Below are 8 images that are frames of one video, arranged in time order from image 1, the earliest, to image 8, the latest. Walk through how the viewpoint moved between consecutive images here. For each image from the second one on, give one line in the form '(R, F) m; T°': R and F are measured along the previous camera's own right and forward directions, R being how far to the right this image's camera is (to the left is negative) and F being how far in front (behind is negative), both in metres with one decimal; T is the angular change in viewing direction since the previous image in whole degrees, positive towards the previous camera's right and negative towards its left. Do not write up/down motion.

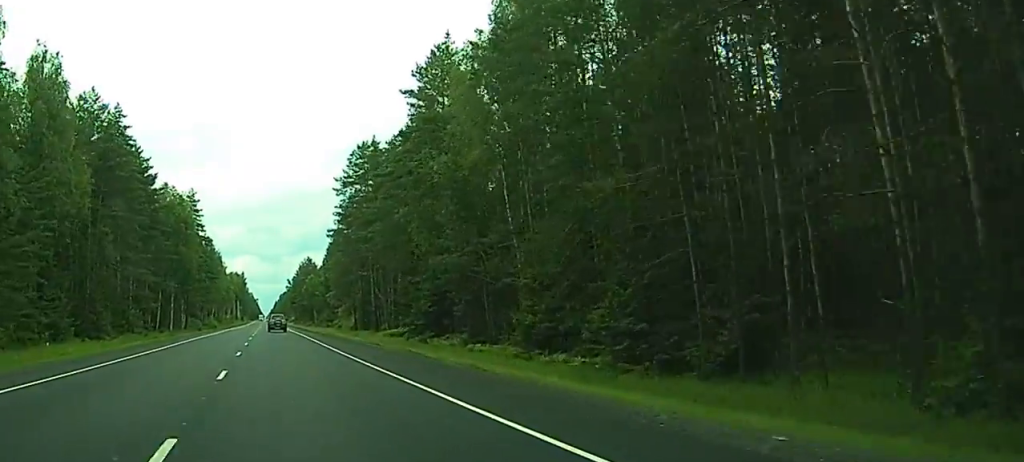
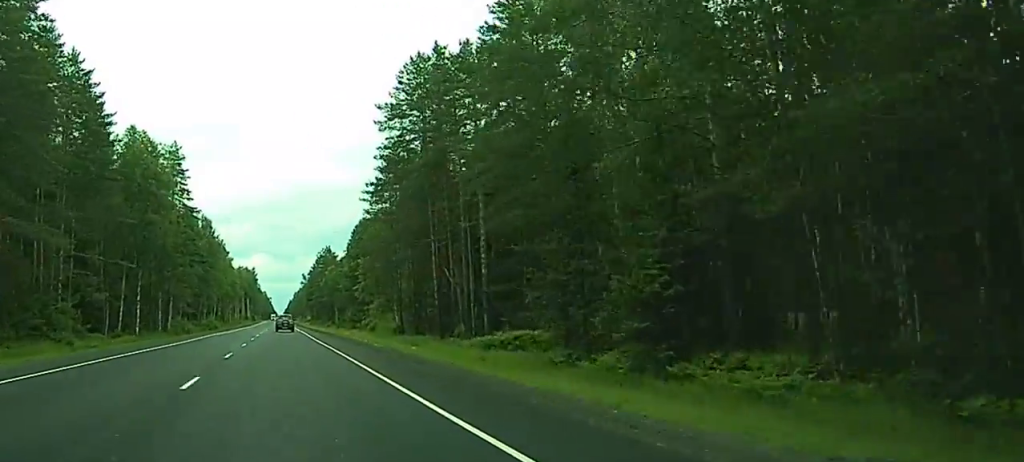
(+0.8, +38.8) m; +1°
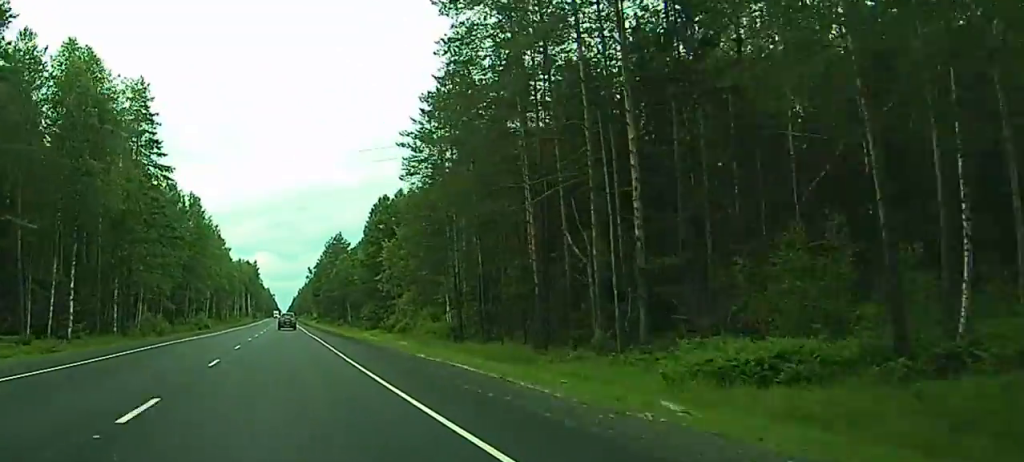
(-0.4, +28.9) m; -1°
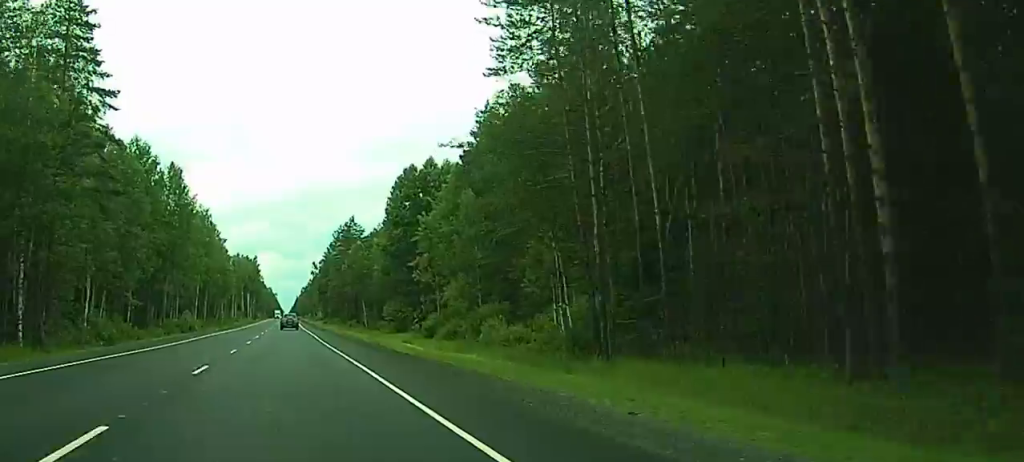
(-0.2, +27.6) m; -1°
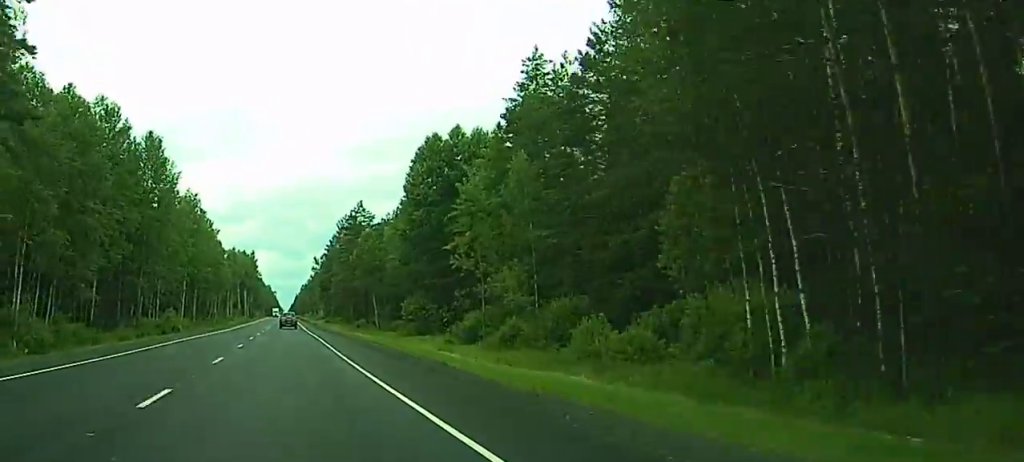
(0.0, +18.6) m; 0°
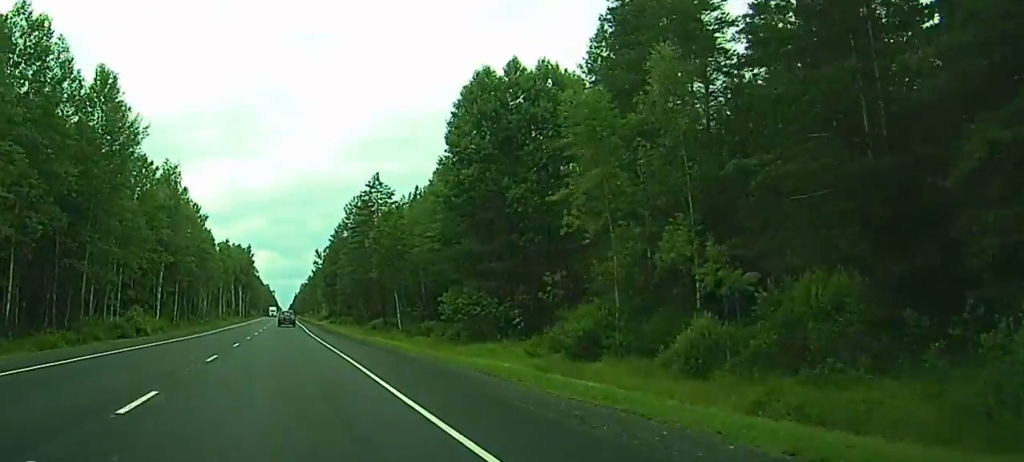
(-0.1, +25.3) m; 0°
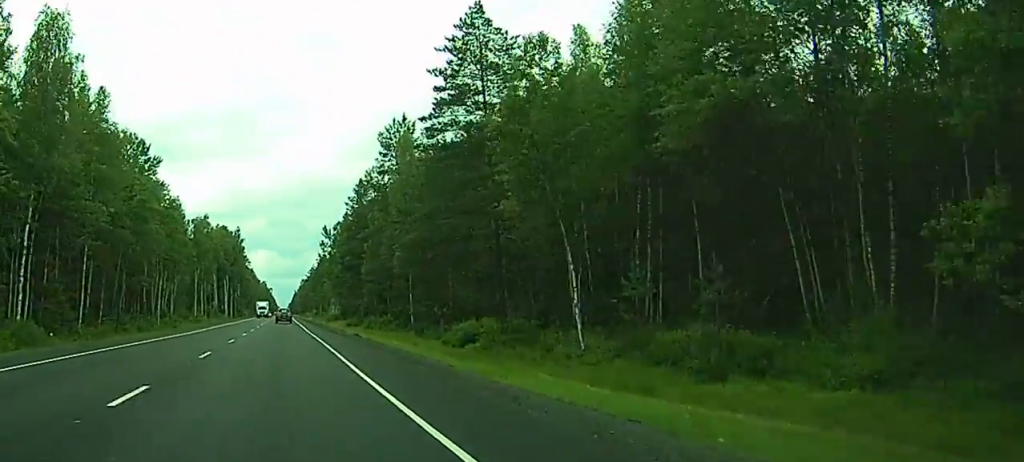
(+0.3, +59.5) m; 0°
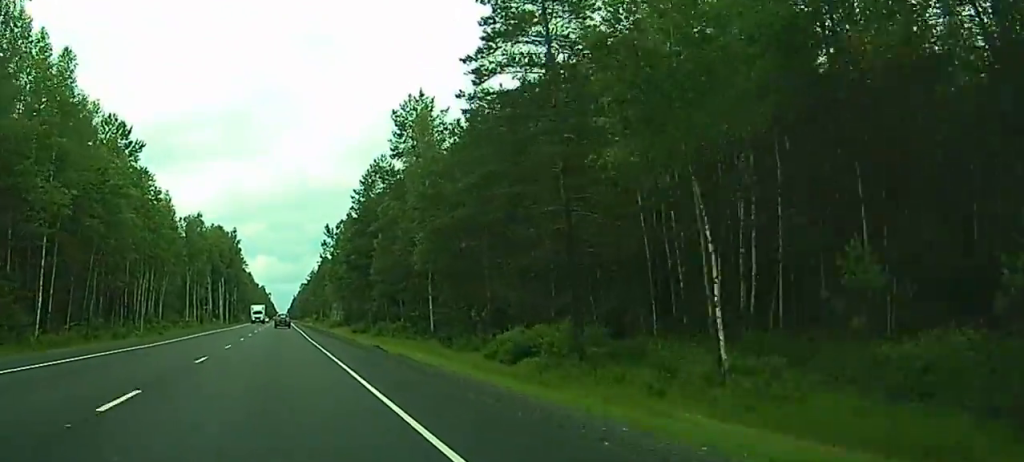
(0.0, +12.4) m; 0°
